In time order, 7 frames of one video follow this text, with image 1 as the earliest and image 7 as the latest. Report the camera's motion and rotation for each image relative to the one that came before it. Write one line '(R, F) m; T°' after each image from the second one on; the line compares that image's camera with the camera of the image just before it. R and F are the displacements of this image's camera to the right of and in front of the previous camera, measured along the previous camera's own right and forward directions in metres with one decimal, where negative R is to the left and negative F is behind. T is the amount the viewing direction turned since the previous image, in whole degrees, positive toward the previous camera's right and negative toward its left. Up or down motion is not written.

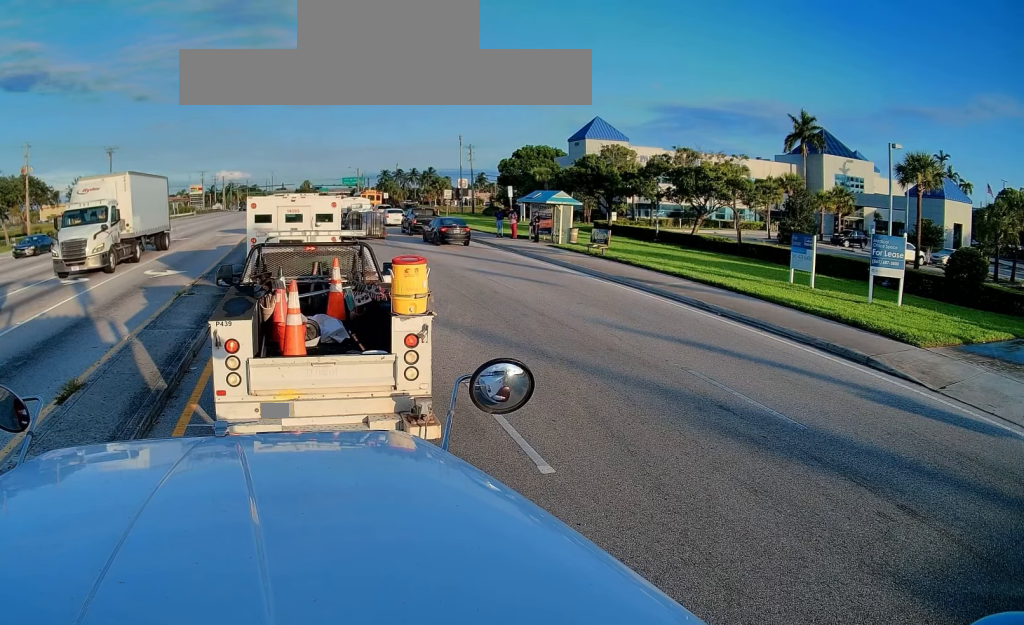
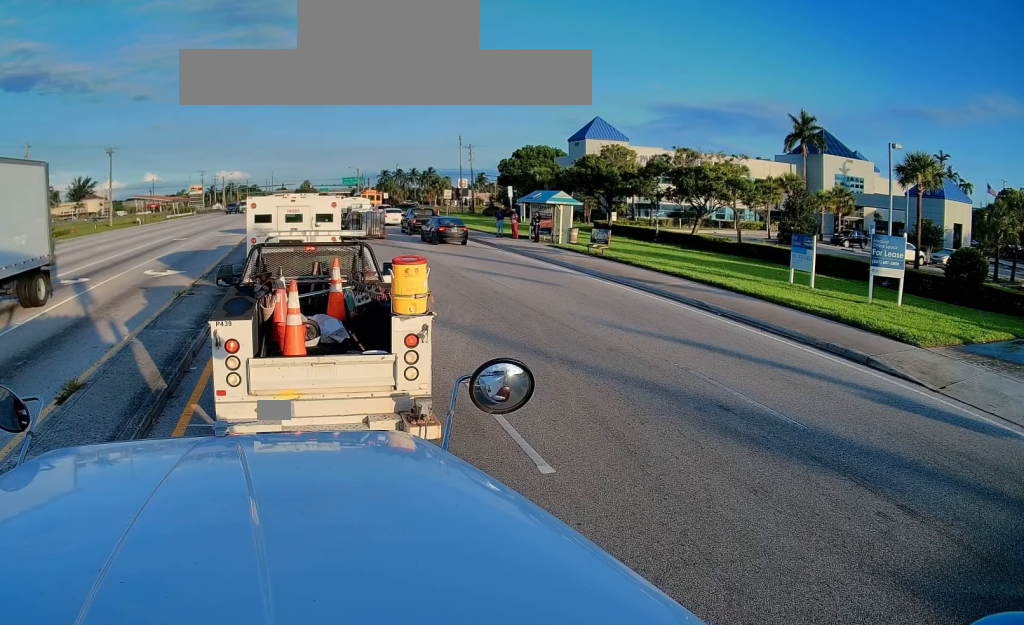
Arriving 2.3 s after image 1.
(0.0, 0.0) m; 0°
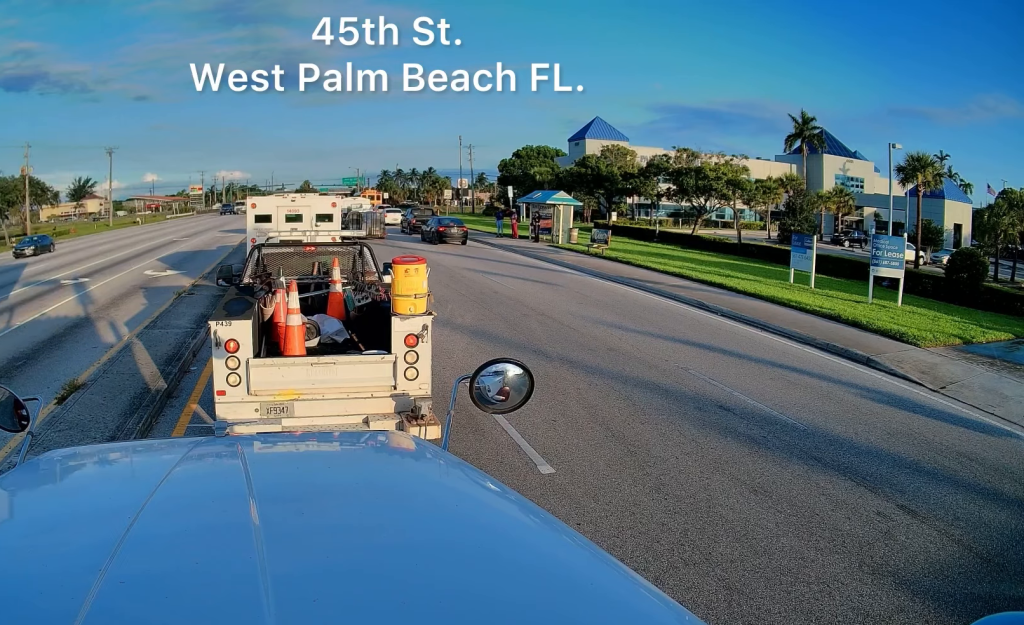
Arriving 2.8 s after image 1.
(0.0, 0.0) m; 0°
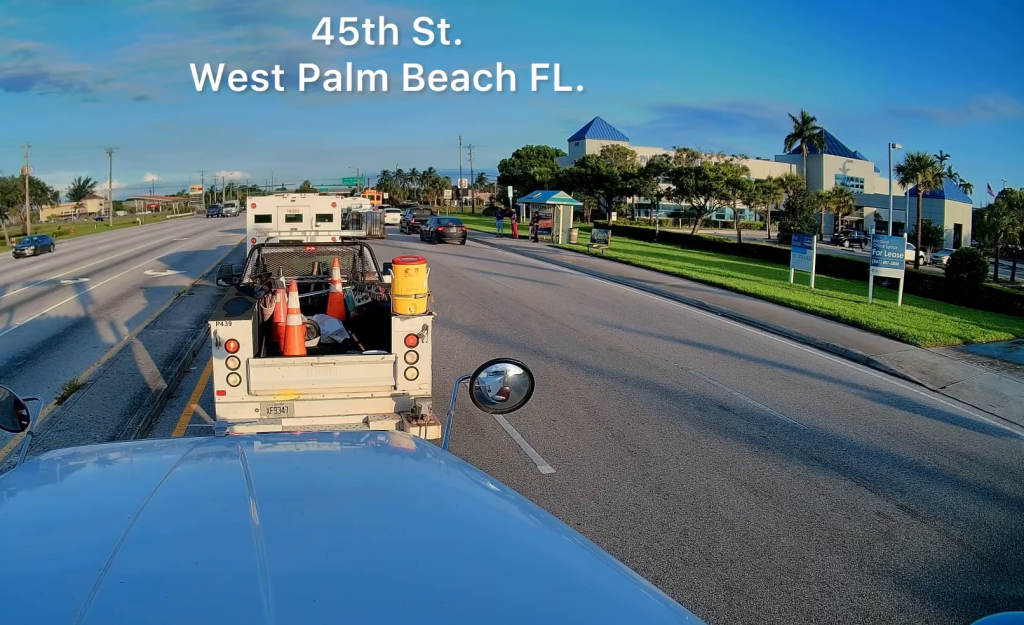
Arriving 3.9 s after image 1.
(0.0, 0.0) m; 0°
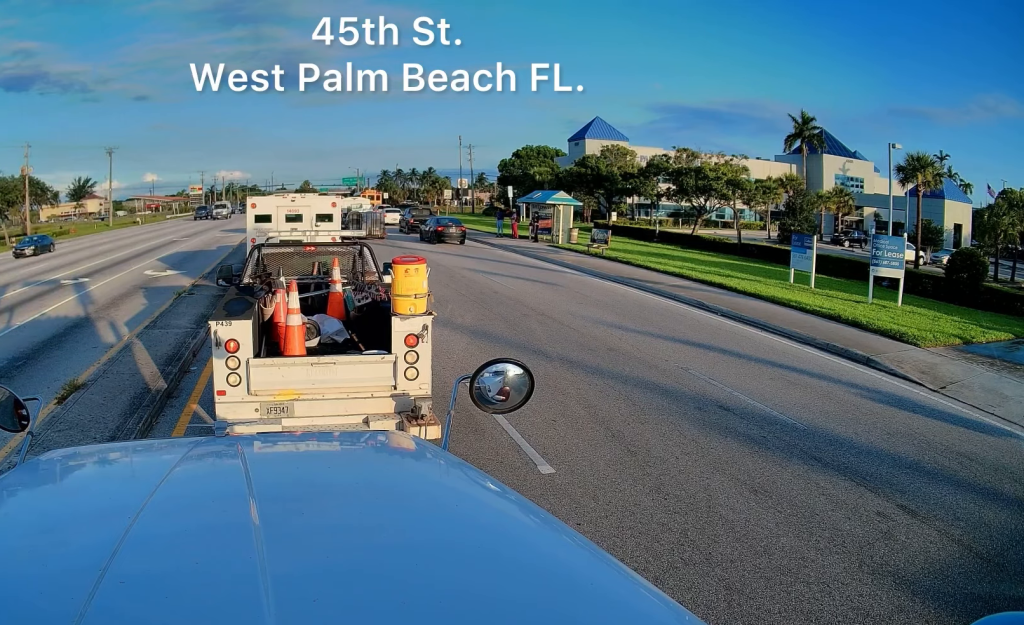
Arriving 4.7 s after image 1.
(0.0, 0.0) m; 0°
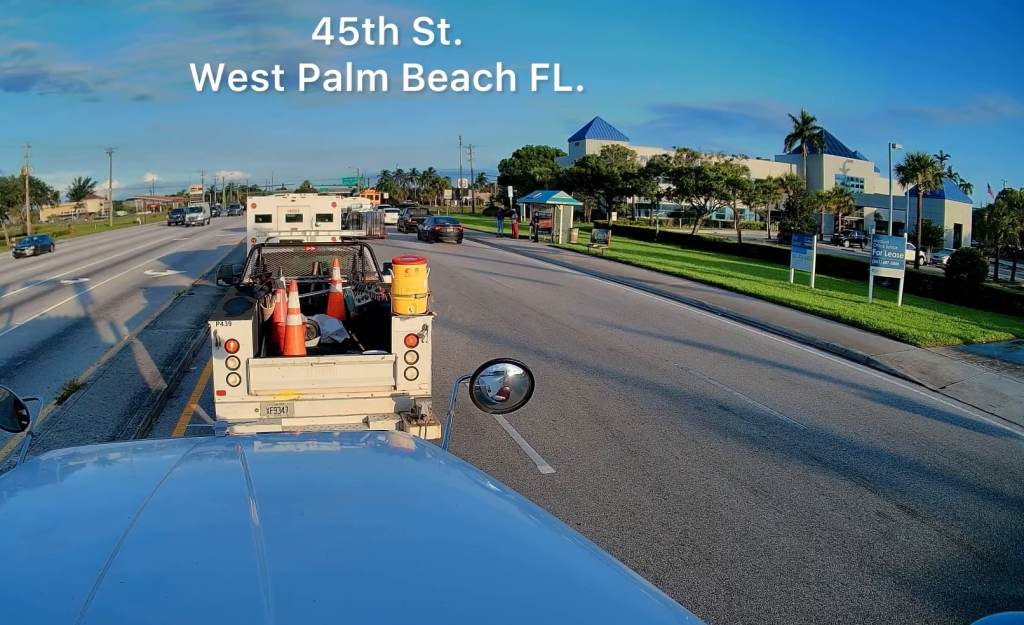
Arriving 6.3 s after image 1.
(0.0, 0.0) m; 0°
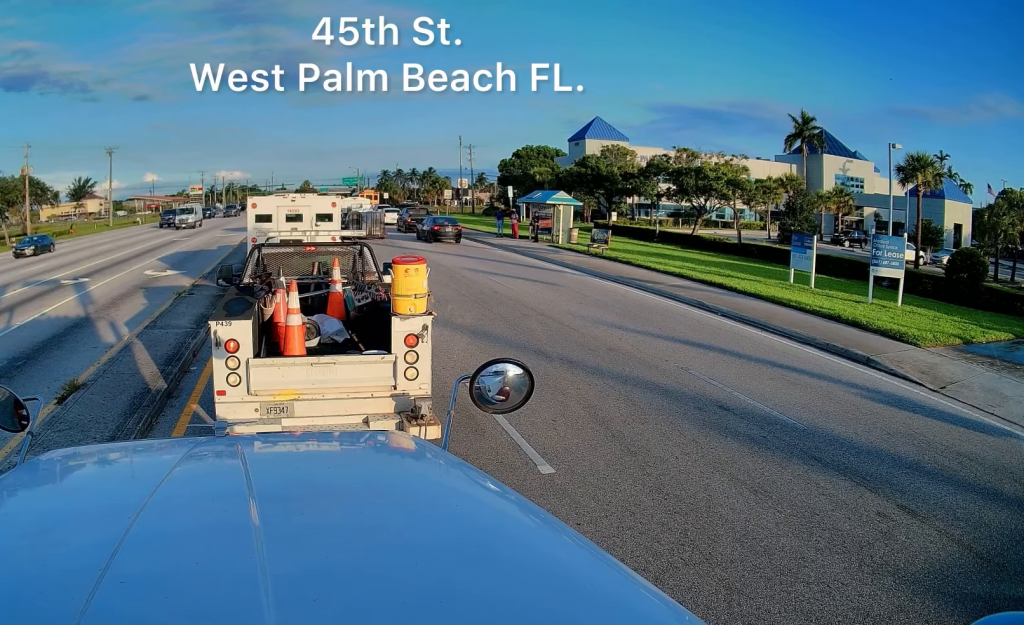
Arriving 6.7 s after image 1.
(0.0, 0.0) m; 0°
